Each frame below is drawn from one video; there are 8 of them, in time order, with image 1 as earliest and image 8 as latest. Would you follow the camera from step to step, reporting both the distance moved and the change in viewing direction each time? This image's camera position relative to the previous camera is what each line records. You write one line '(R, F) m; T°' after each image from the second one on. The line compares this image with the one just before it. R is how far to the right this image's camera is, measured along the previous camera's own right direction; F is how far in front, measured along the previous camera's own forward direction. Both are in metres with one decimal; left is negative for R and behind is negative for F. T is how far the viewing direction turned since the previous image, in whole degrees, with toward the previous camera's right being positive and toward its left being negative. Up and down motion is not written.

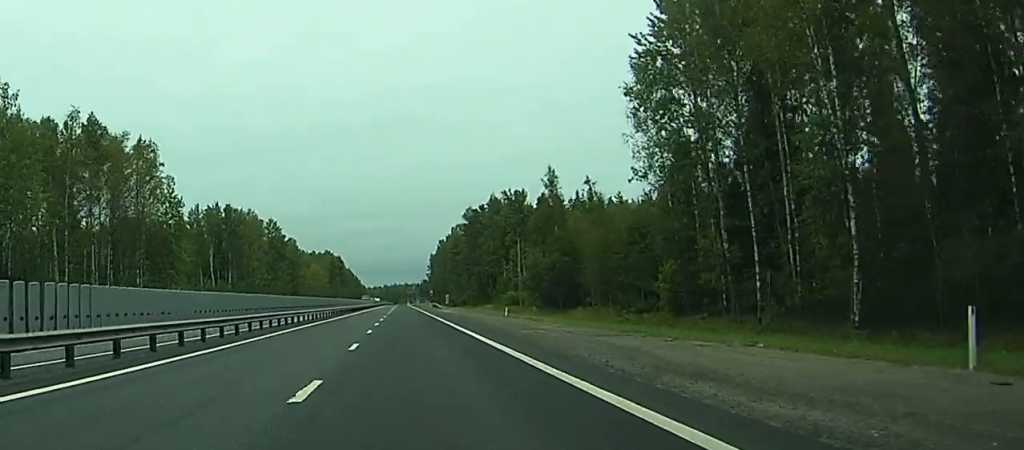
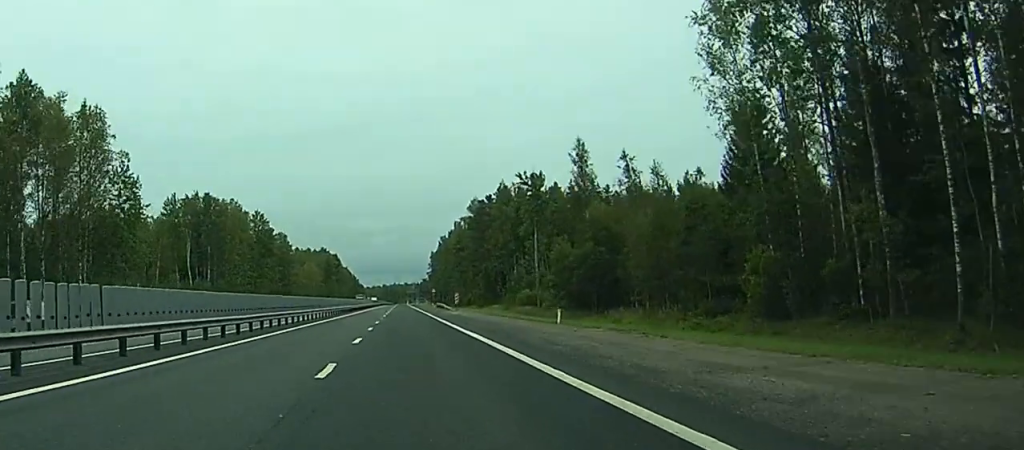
(+0.2, +20.5) m; 0°
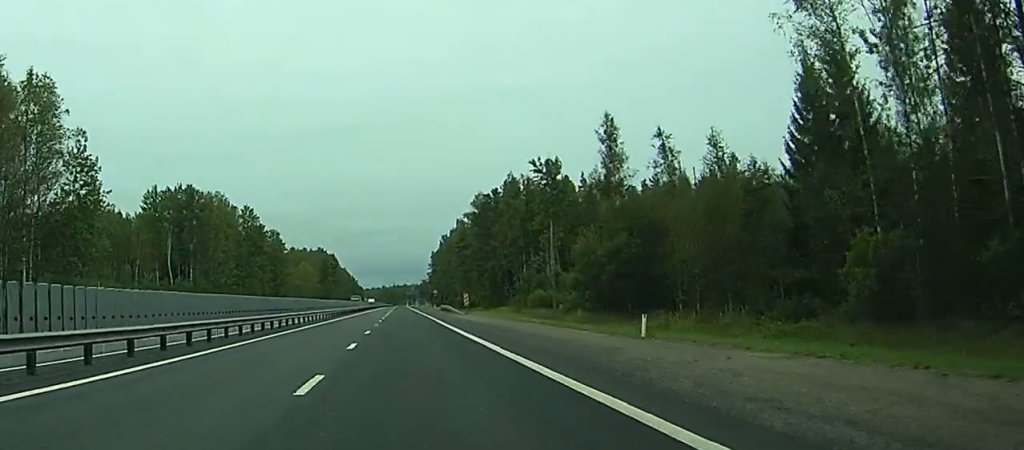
(-0.3, +14.1) m; 0°
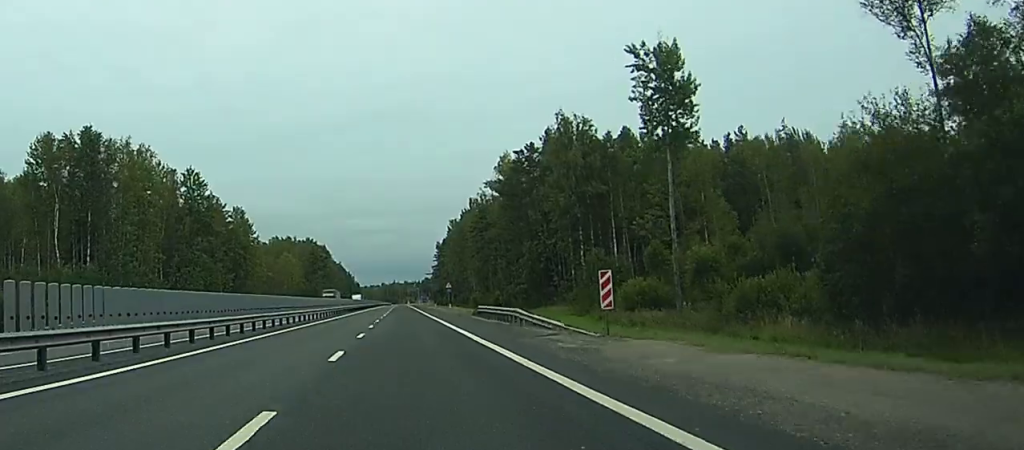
(+0.1, +52.8) m; 0°
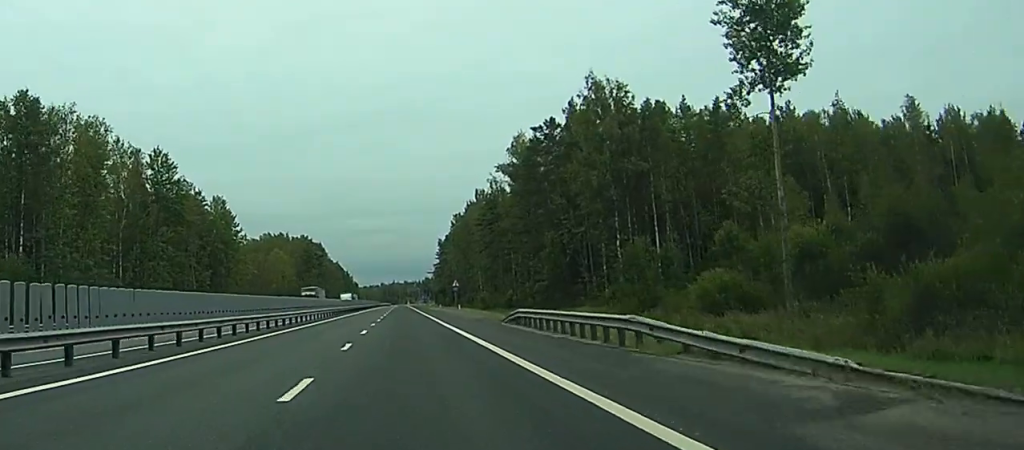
(0.0, +19.4) m; 0°
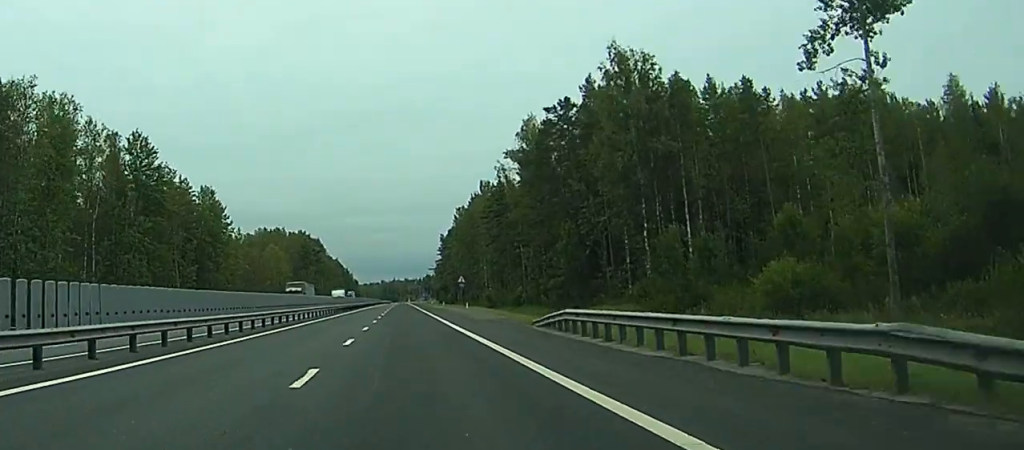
(+0.1, +10.6) m; 0°
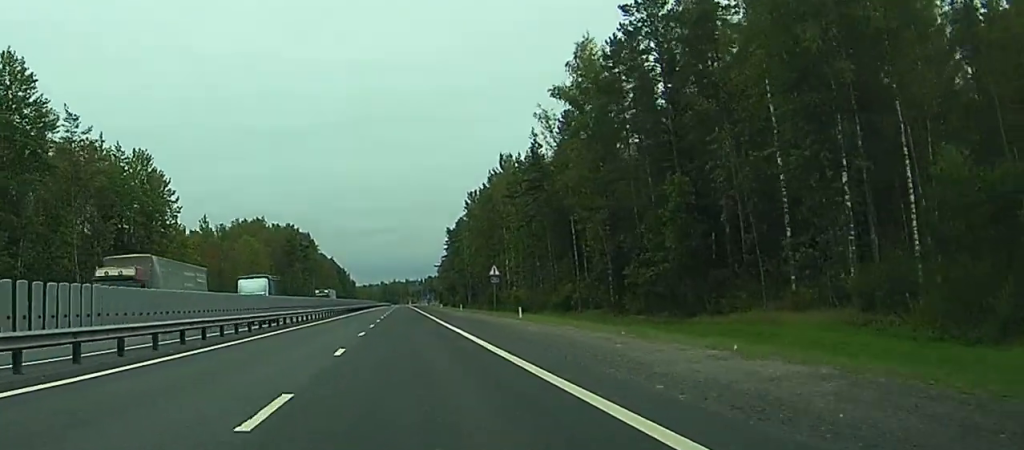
(+0.1, +39.8) m; 0°
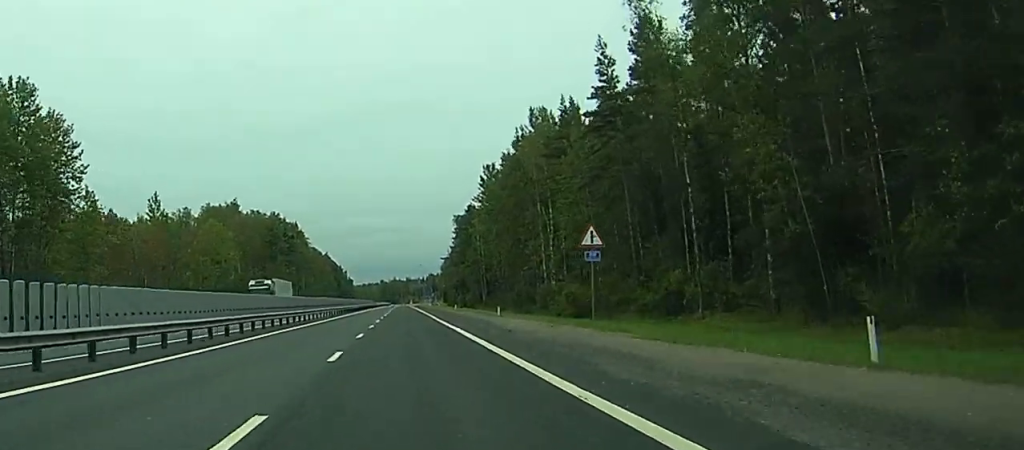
(0.0, +37.9) m; 0°
